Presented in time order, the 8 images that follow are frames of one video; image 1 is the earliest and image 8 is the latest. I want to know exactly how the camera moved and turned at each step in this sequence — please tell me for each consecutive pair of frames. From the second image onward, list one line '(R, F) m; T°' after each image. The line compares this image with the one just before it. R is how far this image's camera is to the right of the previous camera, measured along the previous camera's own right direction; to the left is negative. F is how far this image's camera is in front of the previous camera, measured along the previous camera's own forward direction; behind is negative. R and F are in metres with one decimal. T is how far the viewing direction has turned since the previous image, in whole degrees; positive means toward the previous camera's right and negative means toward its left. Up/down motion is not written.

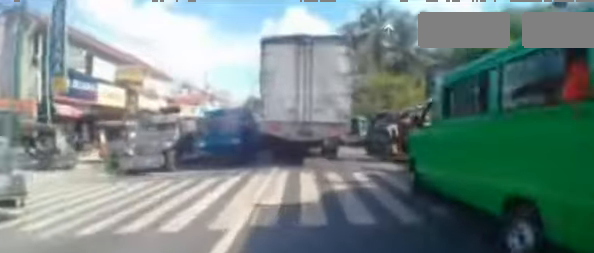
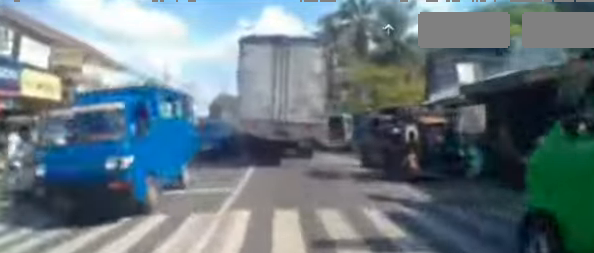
(+0.1, +3.9) m; +2°
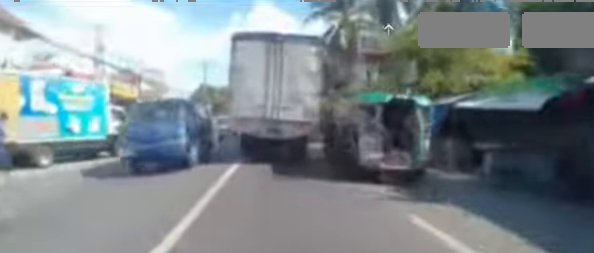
(-0.1, +10.1) m; +1°
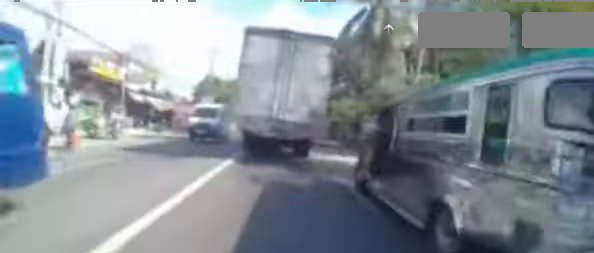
(+0.4, +5.6) m; 0°
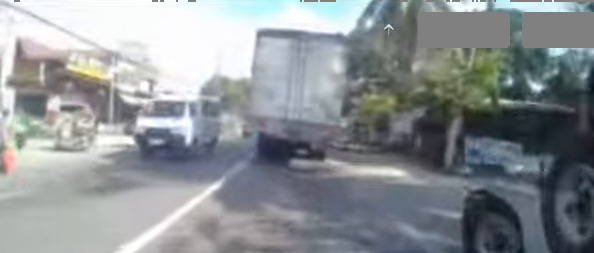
(-0.3, +4.1) m; -5°
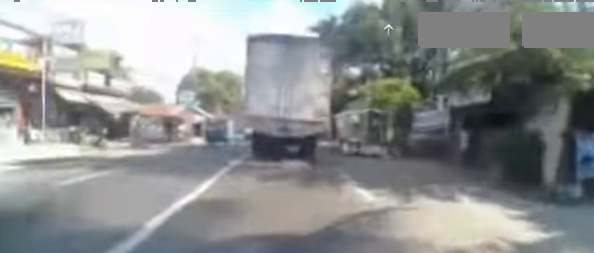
(-0.2, +5.6) m; +3°
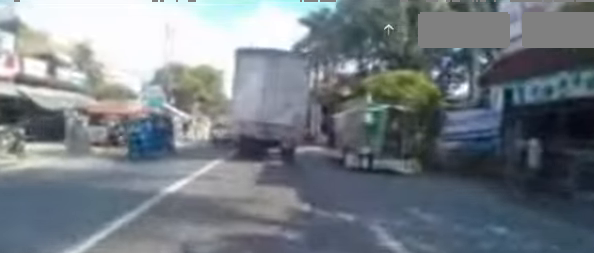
(+0.4, +4.5) m; +2°
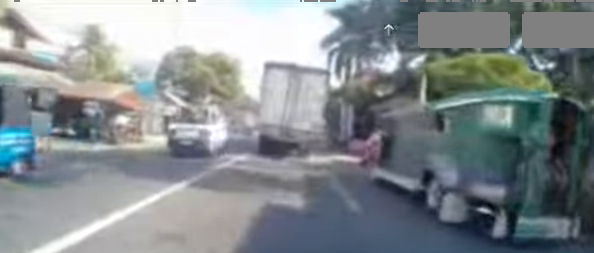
(-0.1, +5.8) m; -2°
